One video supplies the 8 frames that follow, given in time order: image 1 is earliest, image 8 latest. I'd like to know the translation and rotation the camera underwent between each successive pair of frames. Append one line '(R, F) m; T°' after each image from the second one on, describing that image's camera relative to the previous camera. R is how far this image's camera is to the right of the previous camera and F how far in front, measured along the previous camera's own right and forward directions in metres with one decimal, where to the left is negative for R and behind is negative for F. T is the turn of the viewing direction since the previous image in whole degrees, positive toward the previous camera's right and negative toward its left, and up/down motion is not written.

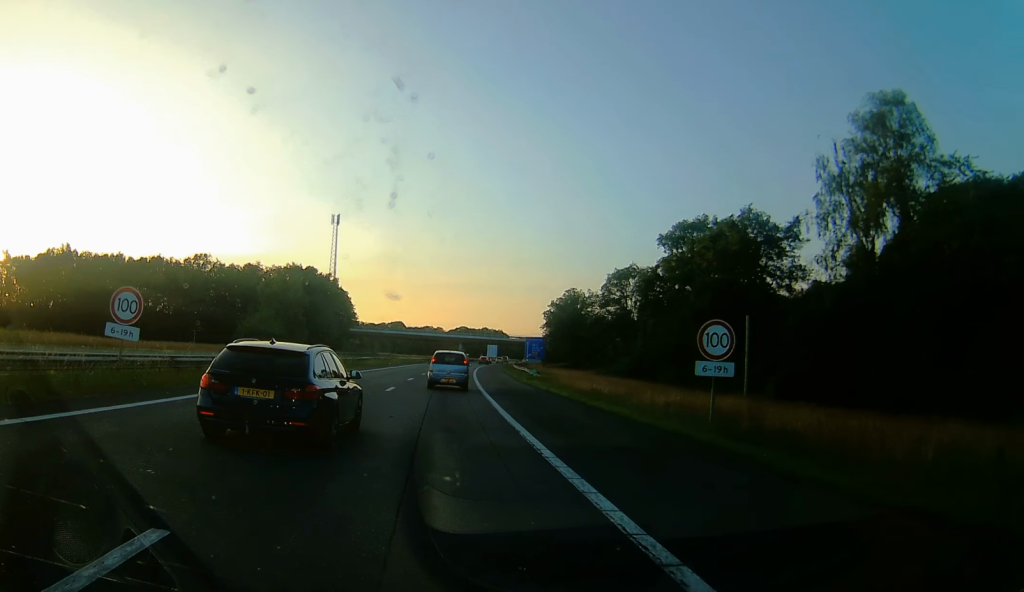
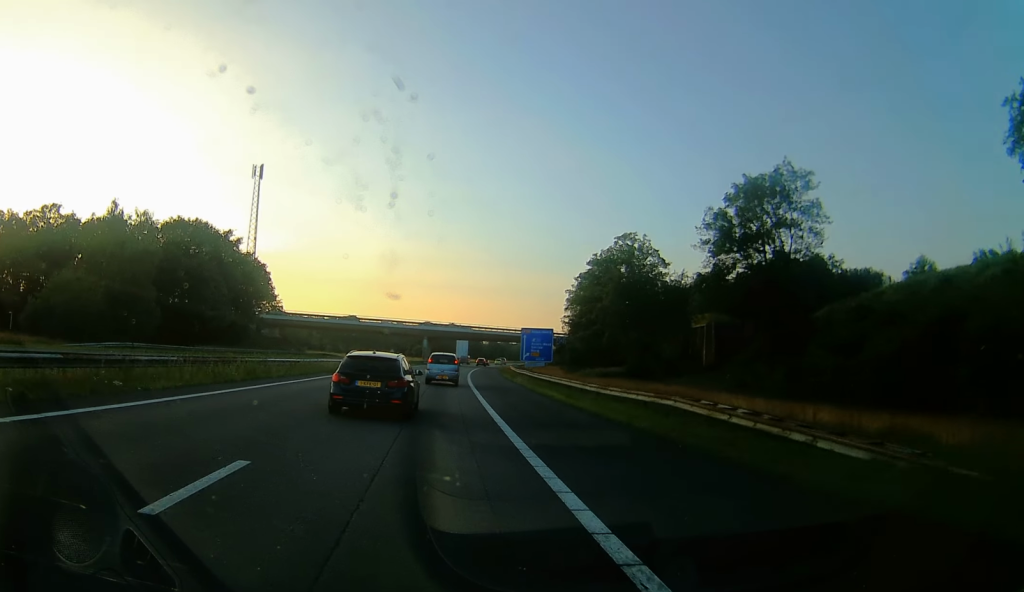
(+1.2, +57.3) m; +3°
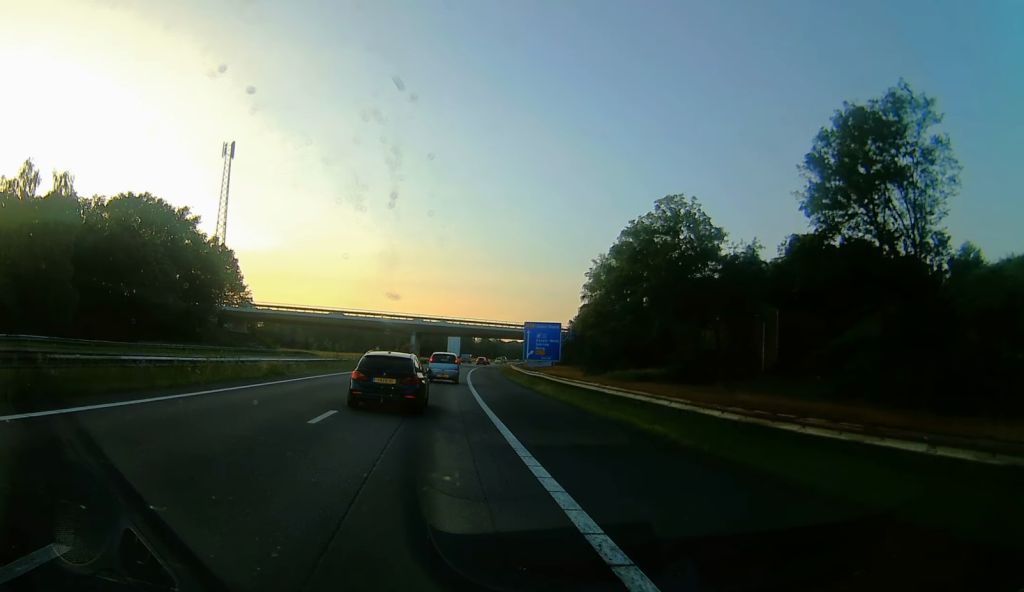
(-0.3, +16.5) m; +1°
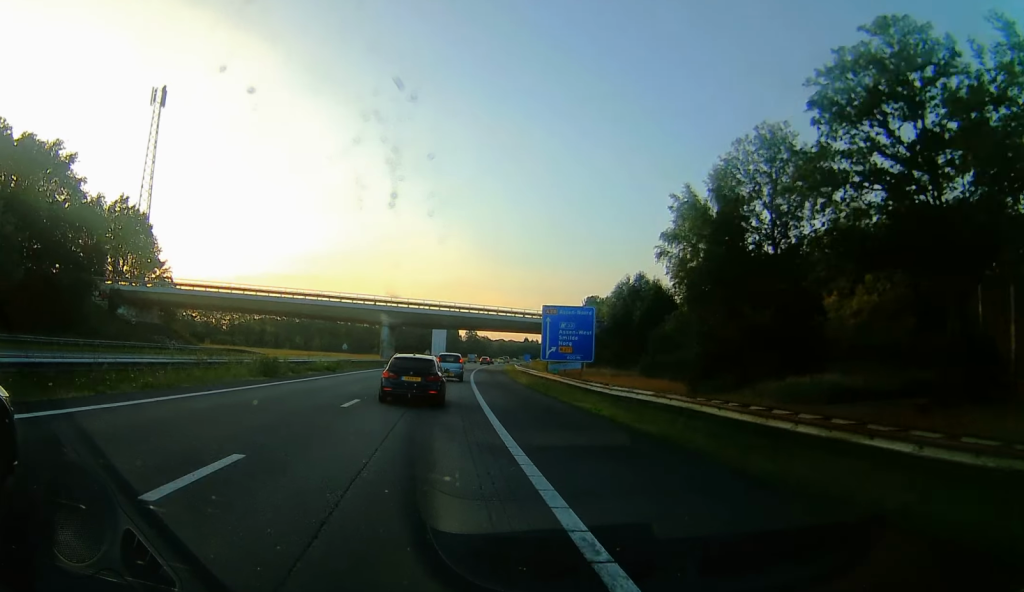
(+1.0, +32.0) m; +2°
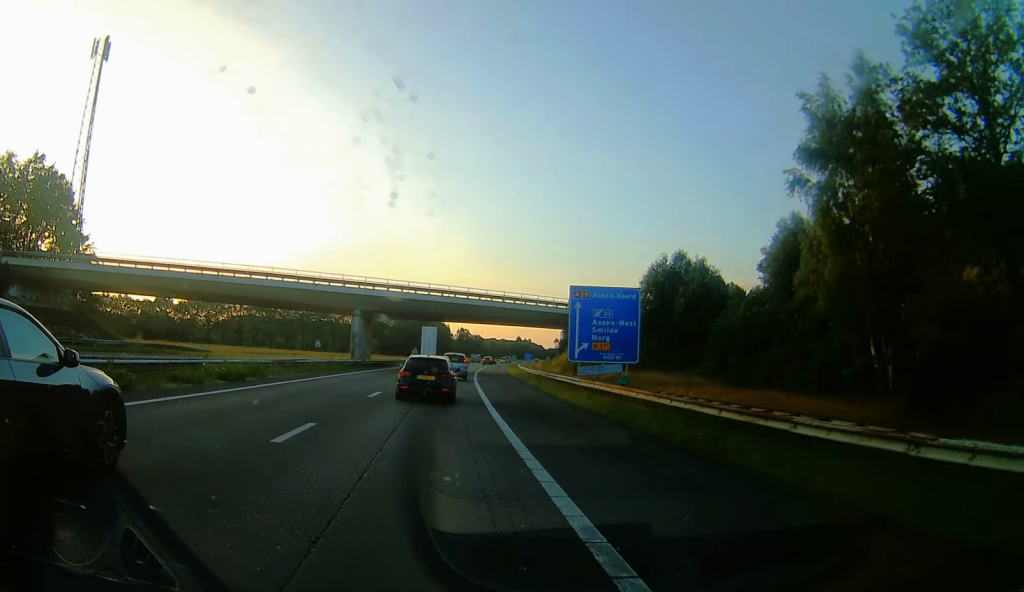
(0.0, +19.8) m; 0°
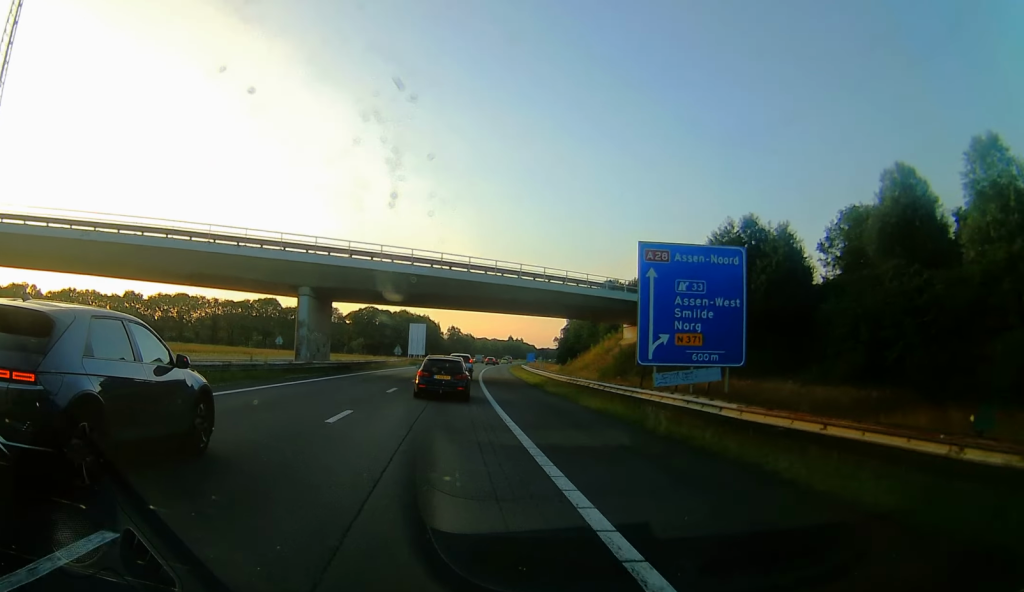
(-0.1, +21.0) m; 0°
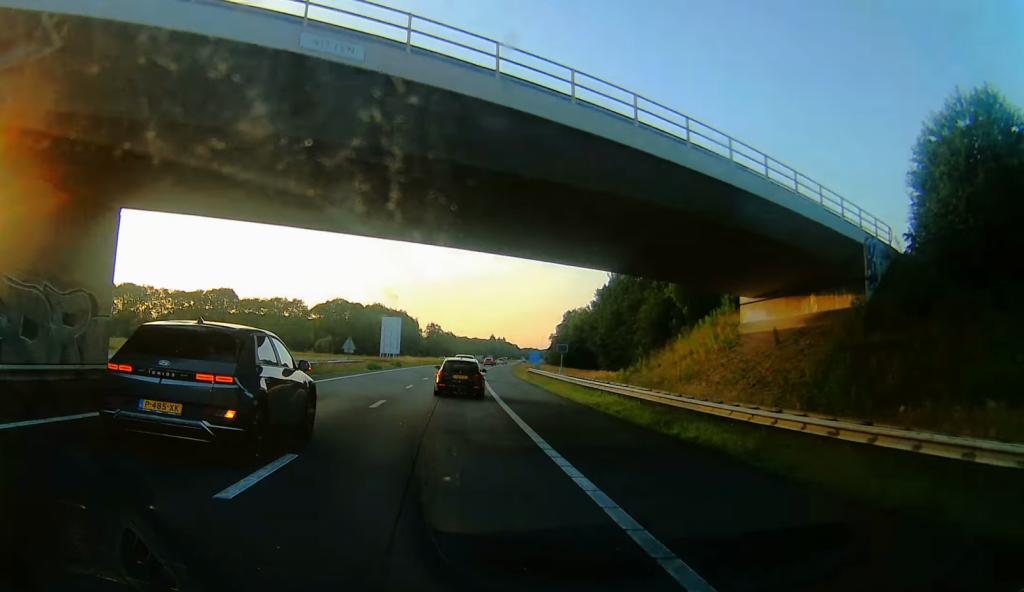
(+0.3, +32.2) m; +1°
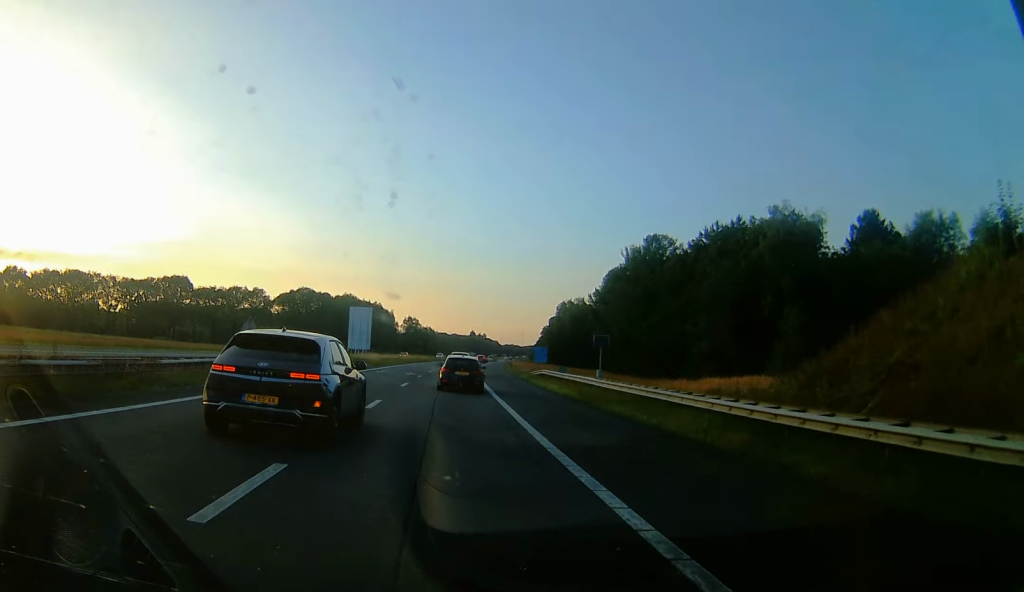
(+0.2, +25.5) m; +1°
